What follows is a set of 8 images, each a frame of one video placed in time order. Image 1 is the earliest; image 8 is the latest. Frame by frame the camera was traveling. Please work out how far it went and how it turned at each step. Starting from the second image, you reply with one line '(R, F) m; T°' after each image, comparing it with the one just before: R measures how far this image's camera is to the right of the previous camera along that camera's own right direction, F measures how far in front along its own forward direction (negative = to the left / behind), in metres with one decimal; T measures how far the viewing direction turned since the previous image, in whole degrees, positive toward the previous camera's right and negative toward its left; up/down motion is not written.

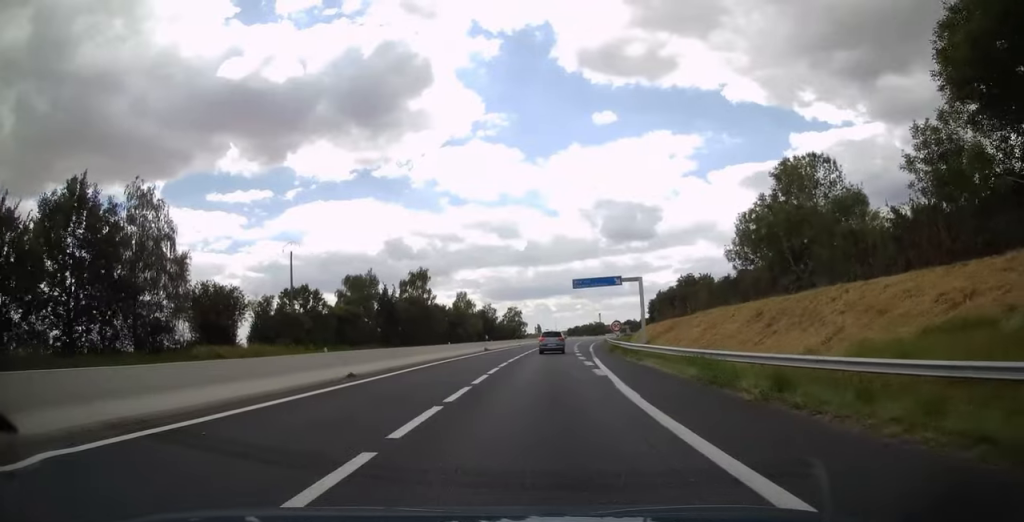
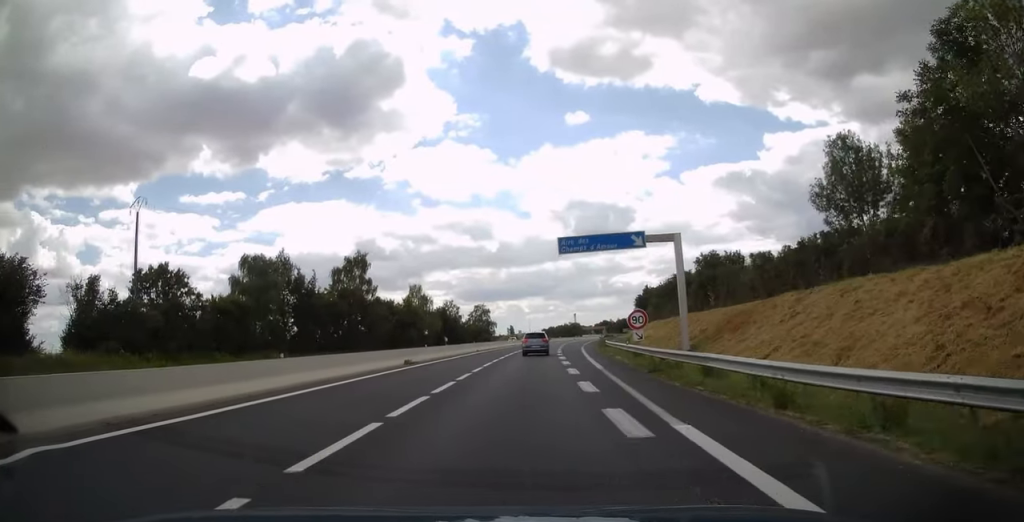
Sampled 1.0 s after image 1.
(+0.3, +24.3) m; +2°
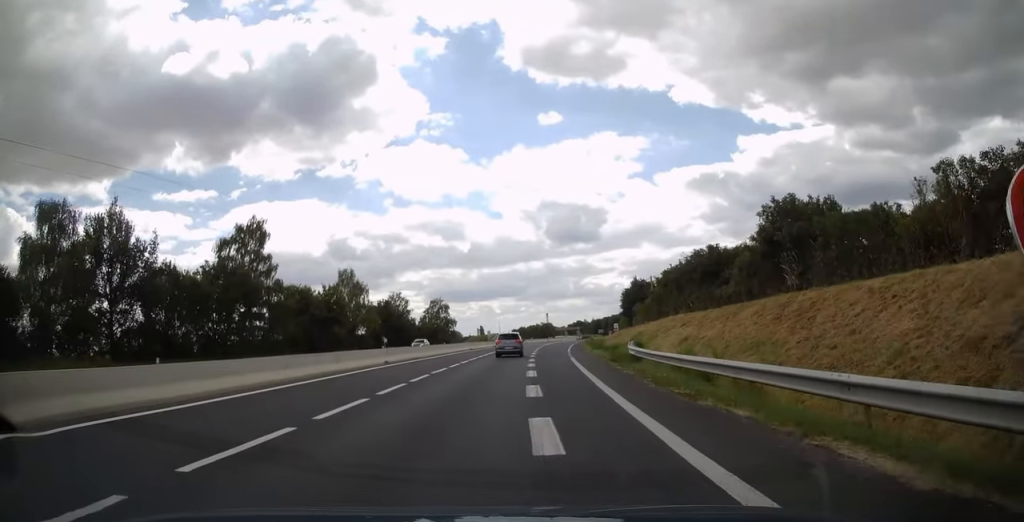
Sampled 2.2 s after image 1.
(+0.6, +26.9) m; +3°
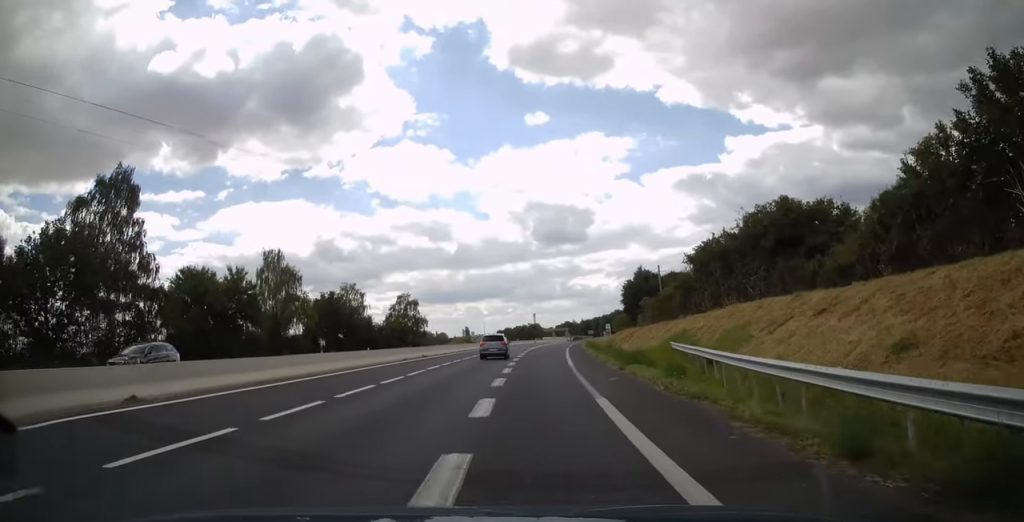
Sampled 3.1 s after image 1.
(+0.4, +22.2) m; +1°
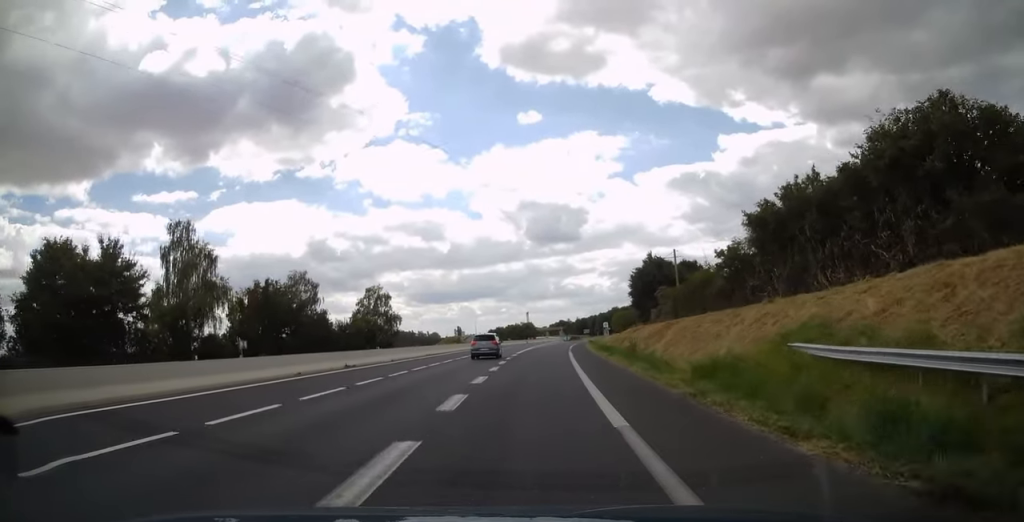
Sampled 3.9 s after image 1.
(+0.1, +18.6) m; +1°
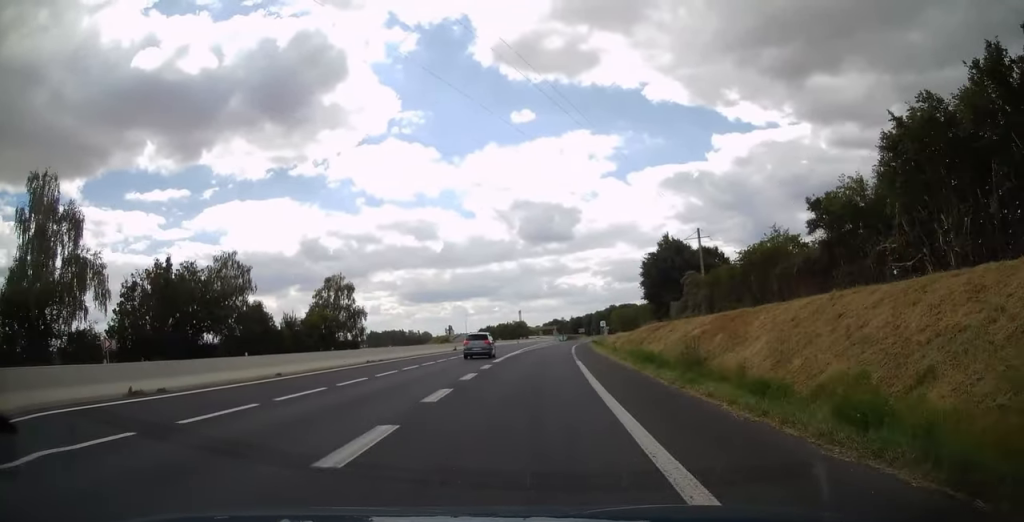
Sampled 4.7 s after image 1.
(+0.1, +18.1) m; +1°
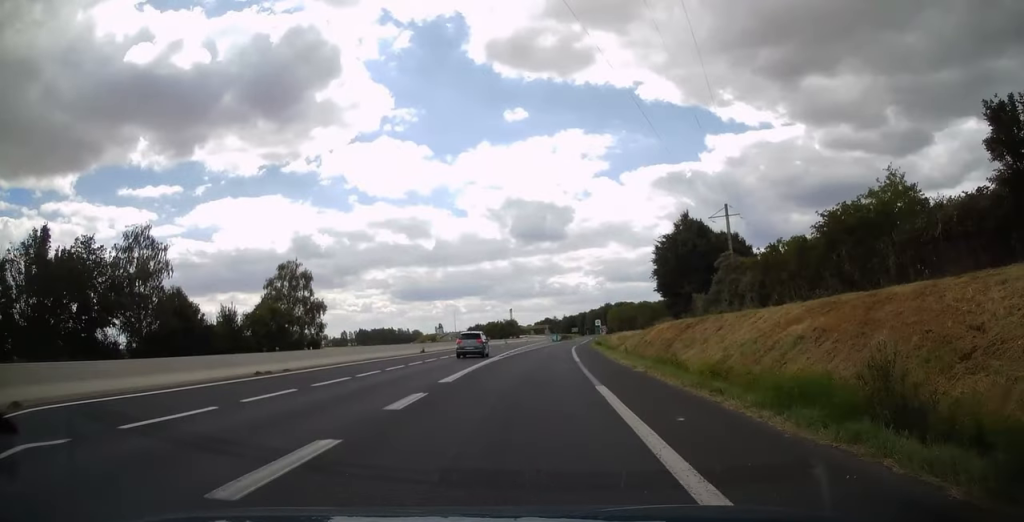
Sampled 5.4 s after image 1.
(+0.2, +14.5) m; +1°
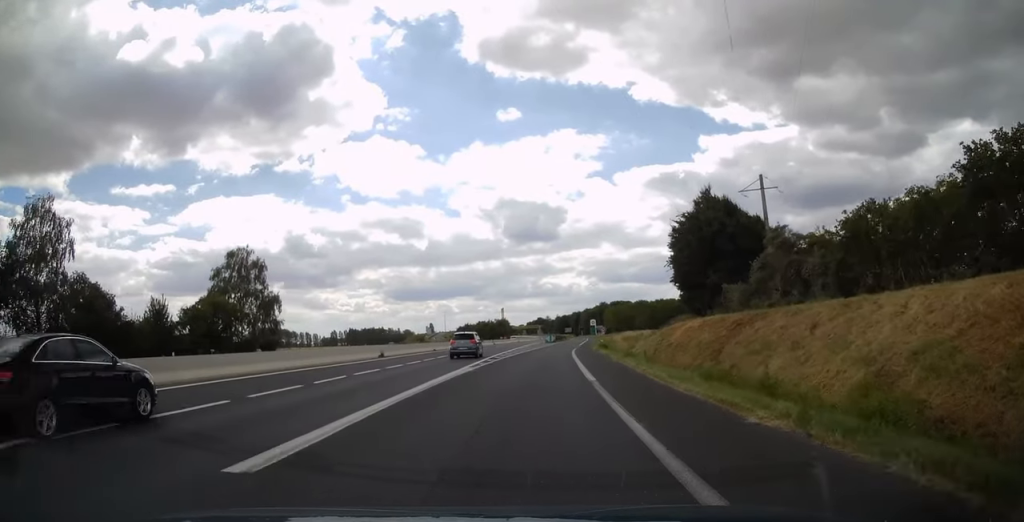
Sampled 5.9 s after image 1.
(0.0, +12.1) m; 0°
